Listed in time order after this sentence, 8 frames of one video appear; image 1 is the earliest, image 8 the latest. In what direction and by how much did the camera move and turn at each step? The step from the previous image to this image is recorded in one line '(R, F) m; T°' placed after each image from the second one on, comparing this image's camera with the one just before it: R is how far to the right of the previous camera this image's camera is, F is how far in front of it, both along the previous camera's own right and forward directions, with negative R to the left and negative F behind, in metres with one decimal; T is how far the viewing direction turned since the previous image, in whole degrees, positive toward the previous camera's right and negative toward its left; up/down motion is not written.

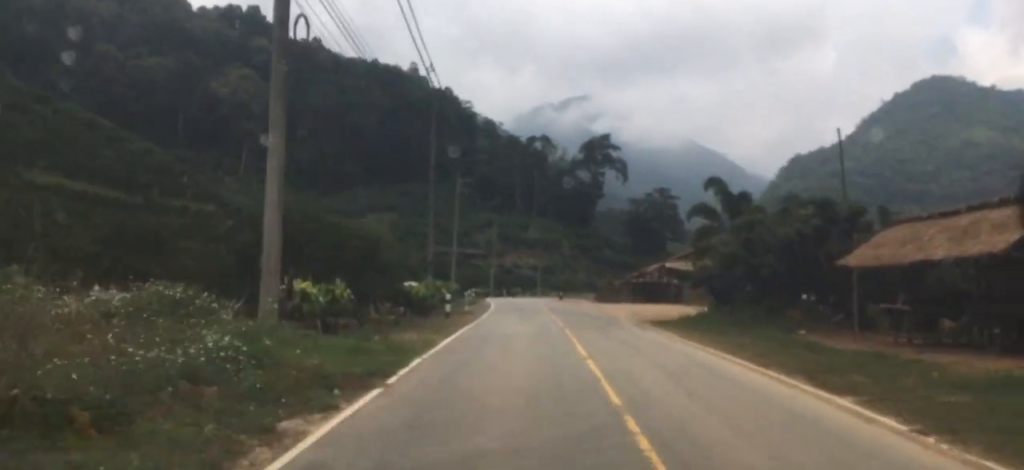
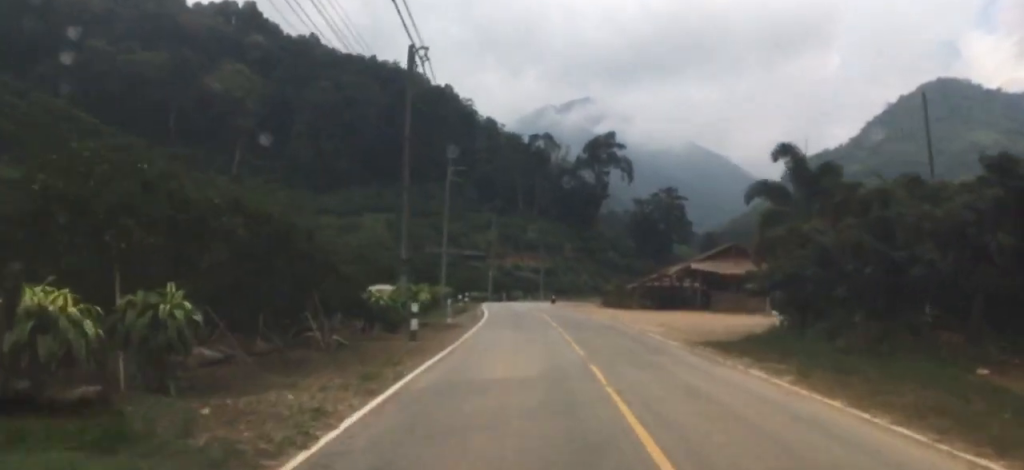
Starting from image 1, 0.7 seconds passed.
(+0.1, +9.3) m; +1°
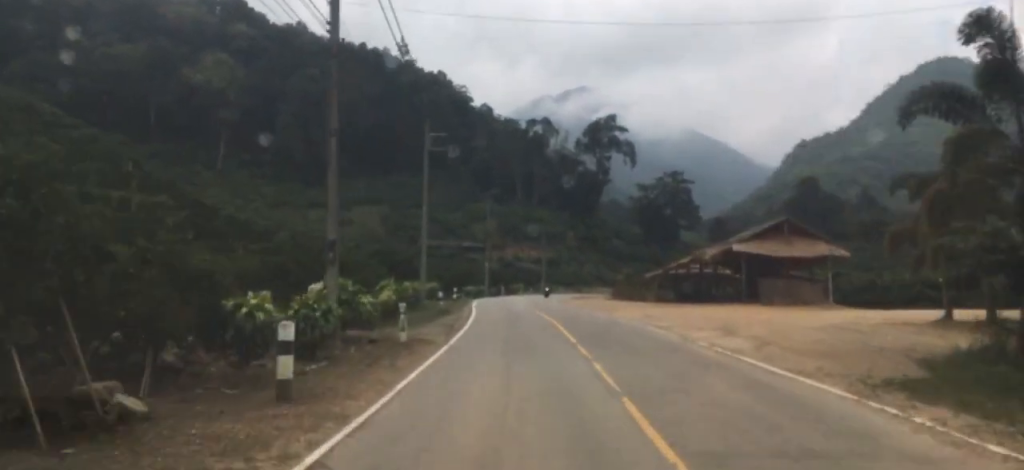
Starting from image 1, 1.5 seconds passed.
(+0.1, +11.0) m; 0°
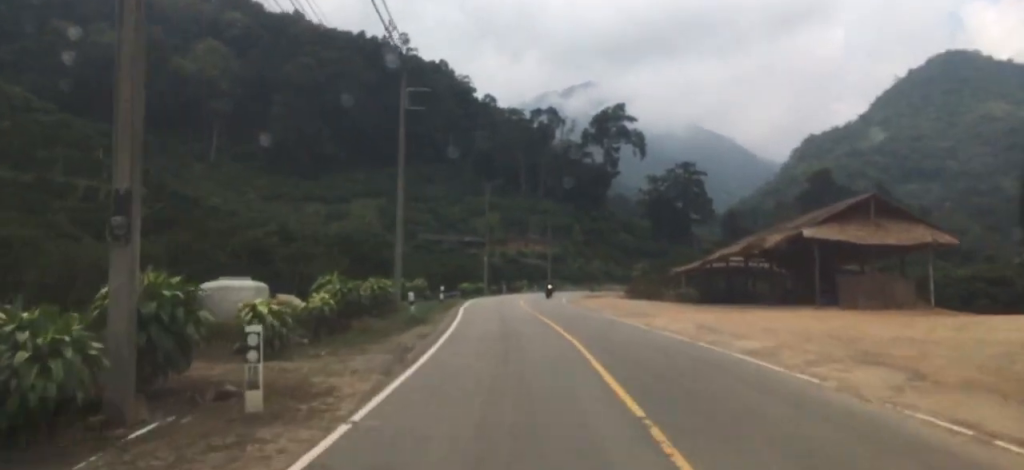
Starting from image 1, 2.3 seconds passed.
(+0.2, +10.1) m; -2°
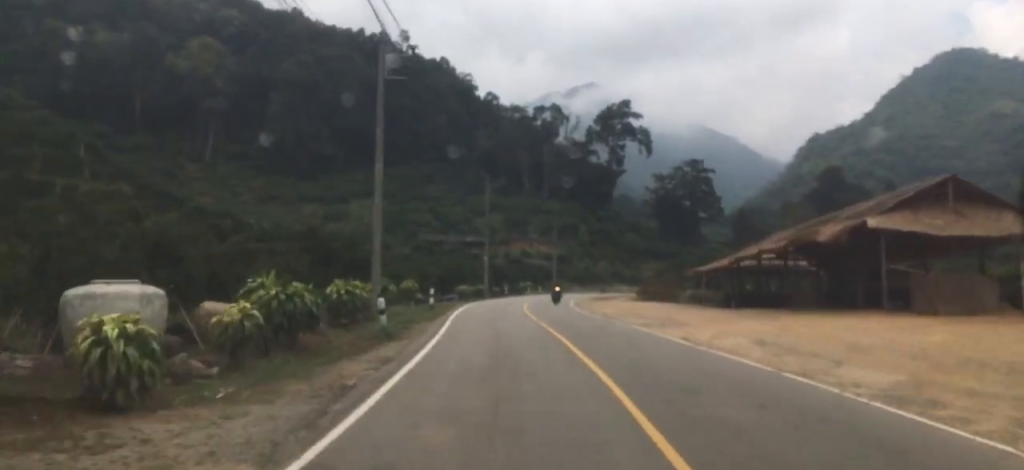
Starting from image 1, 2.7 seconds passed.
(-0.4, +5.6) m; -1°
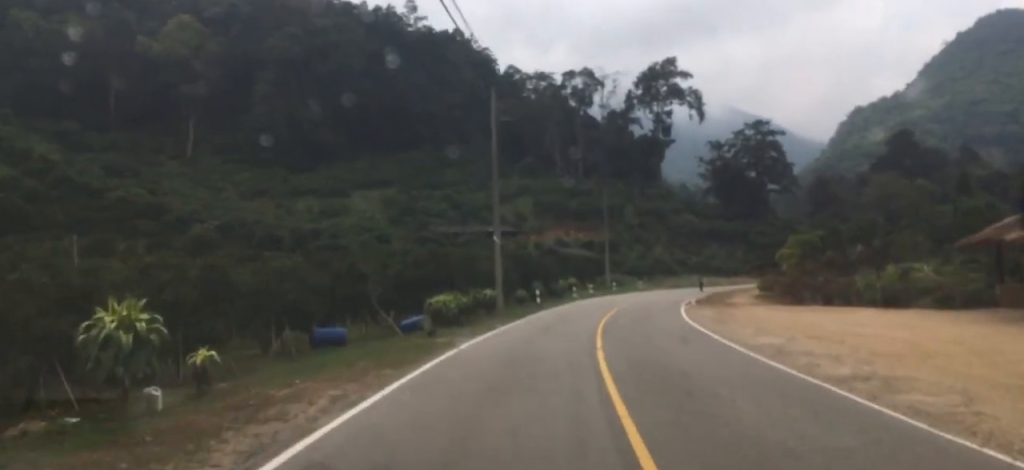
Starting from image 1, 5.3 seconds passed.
(+0.9, +33.4) m; +2°
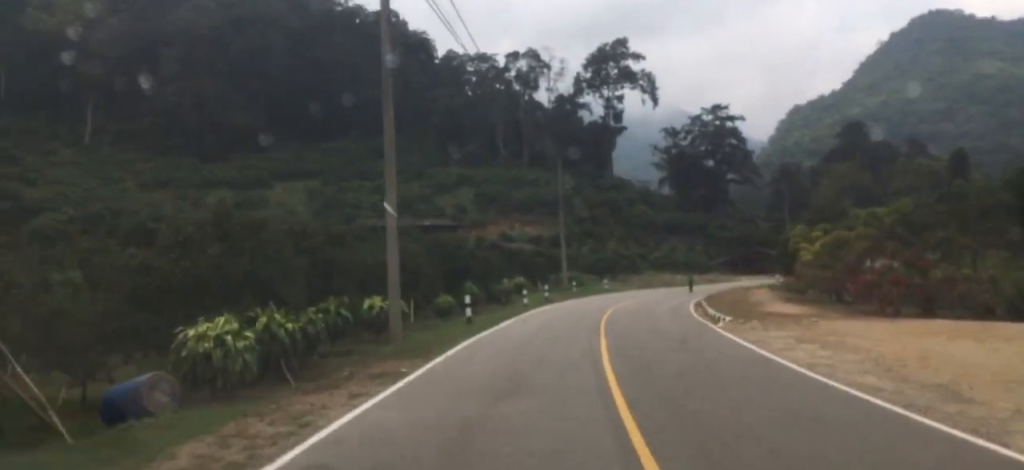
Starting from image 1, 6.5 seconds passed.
(-0.5, +16.1) m; 0°
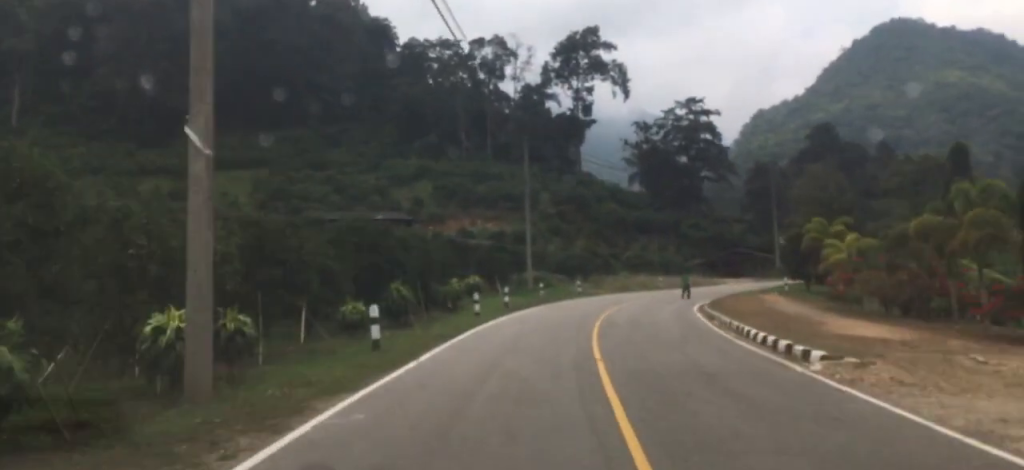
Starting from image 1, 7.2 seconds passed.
(+0.4, +10.0) m; +1°
